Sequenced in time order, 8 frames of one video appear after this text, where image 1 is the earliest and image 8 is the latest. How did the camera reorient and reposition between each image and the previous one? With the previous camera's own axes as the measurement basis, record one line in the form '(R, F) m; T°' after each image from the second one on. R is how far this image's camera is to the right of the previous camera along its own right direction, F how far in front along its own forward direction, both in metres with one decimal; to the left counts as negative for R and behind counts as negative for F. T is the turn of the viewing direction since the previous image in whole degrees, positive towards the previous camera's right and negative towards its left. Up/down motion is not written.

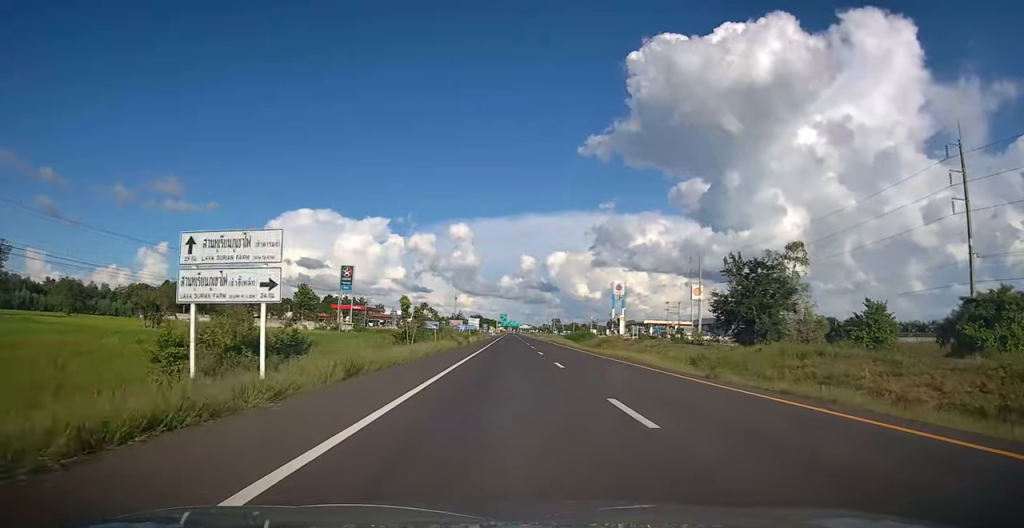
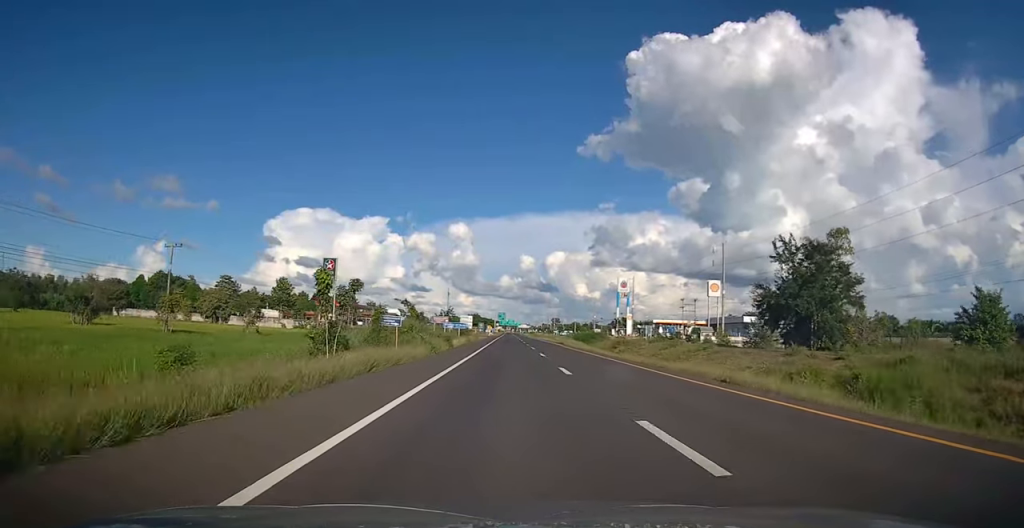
(+0.1, +14.3) m; 0°
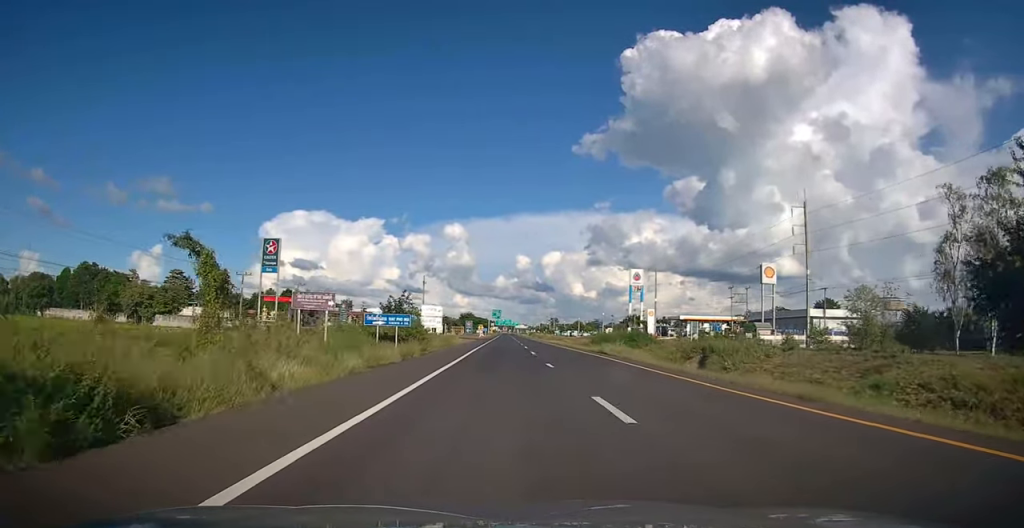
(+0.1, +33.1) m; 0°
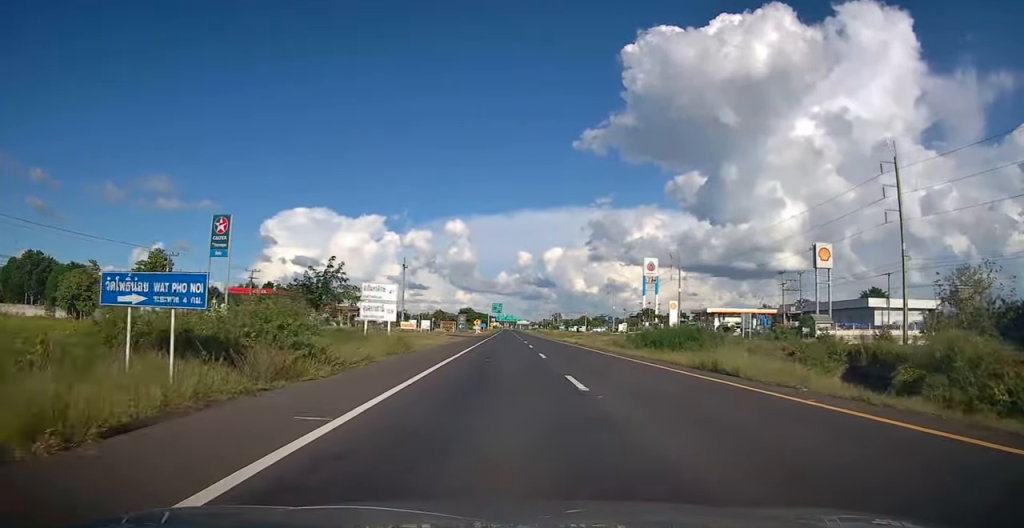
(+0.1, +20.3) m; 0°
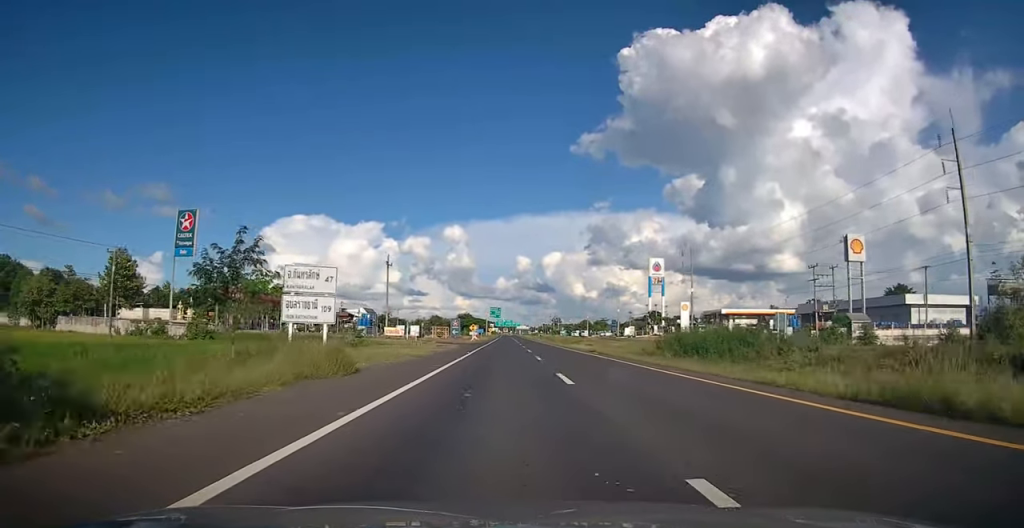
(-0.1, +9.8) m; 0°
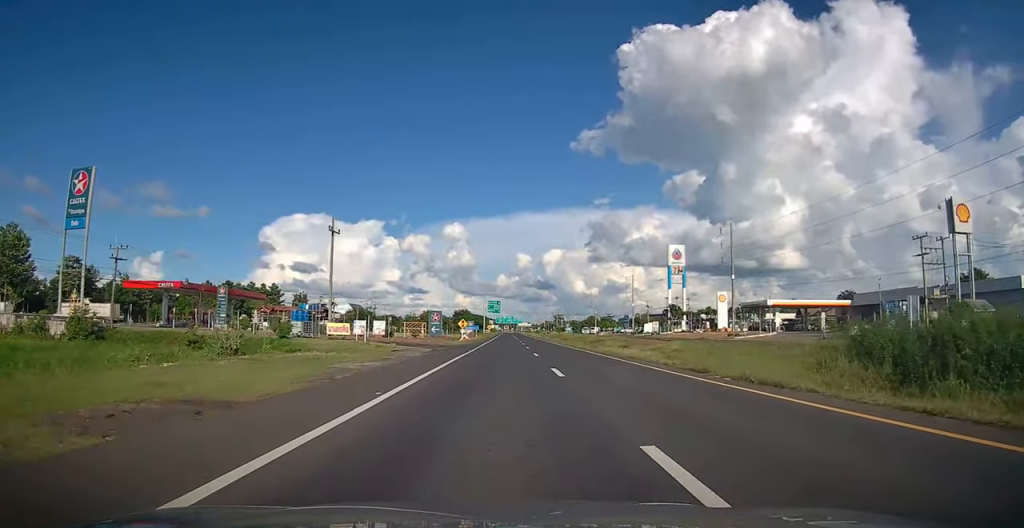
(0.0, +22.7) m; 0°
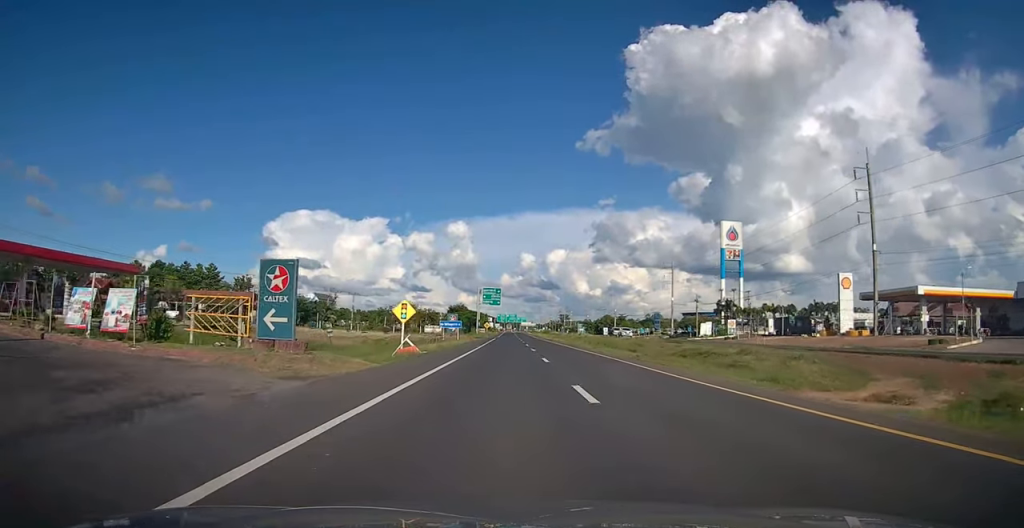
(+0.1, +41.1) m; 0°
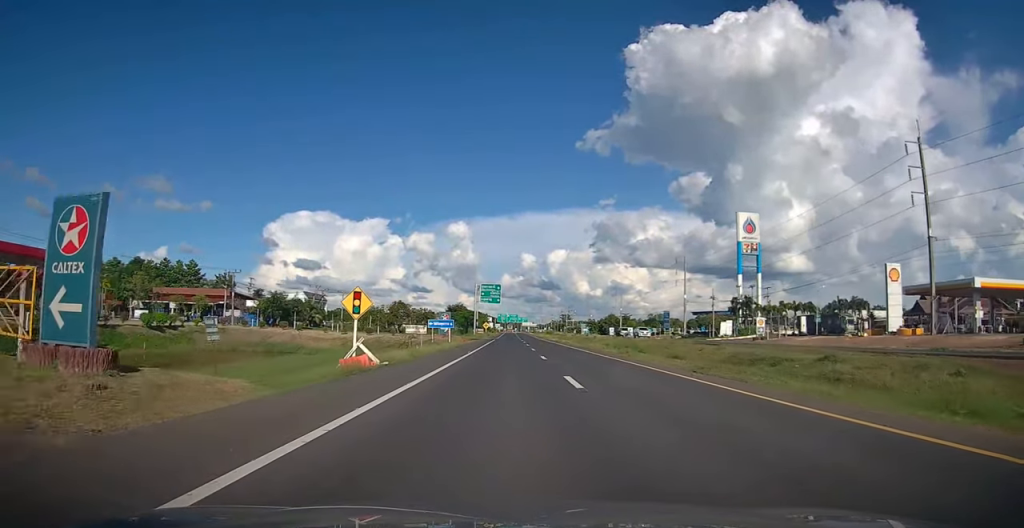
(+0.1, +9.7) m; 0°
